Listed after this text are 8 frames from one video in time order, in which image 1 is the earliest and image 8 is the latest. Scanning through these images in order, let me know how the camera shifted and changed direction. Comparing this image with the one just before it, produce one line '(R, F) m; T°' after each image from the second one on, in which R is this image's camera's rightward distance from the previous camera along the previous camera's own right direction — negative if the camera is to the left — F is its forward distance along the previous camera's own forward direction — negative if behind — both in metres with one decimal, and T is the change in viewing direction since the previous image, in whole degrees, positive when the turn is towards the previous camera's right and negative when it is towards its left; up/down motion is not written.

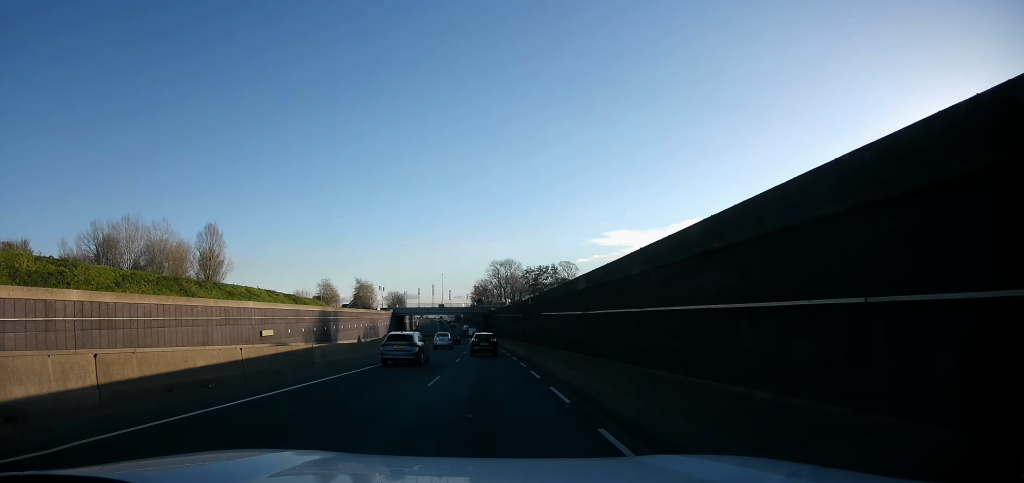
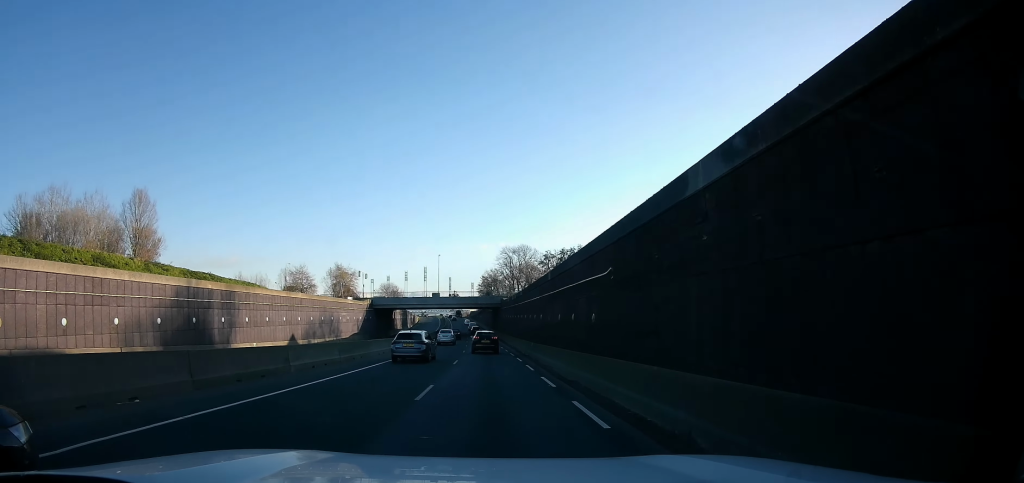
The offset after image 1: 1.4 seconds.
(-0.2, +27.2) m; -3°
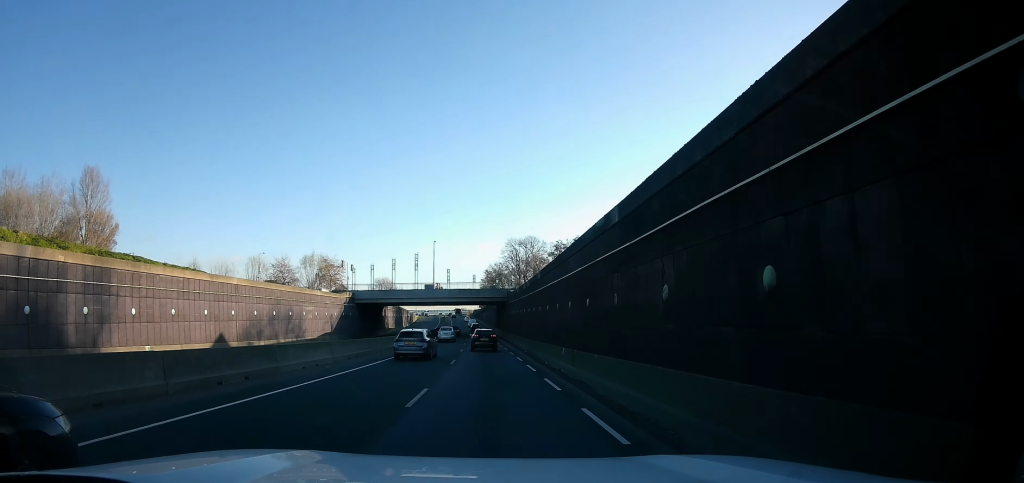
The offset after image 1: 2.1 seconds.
(-0.8, +13.1) m; -1°
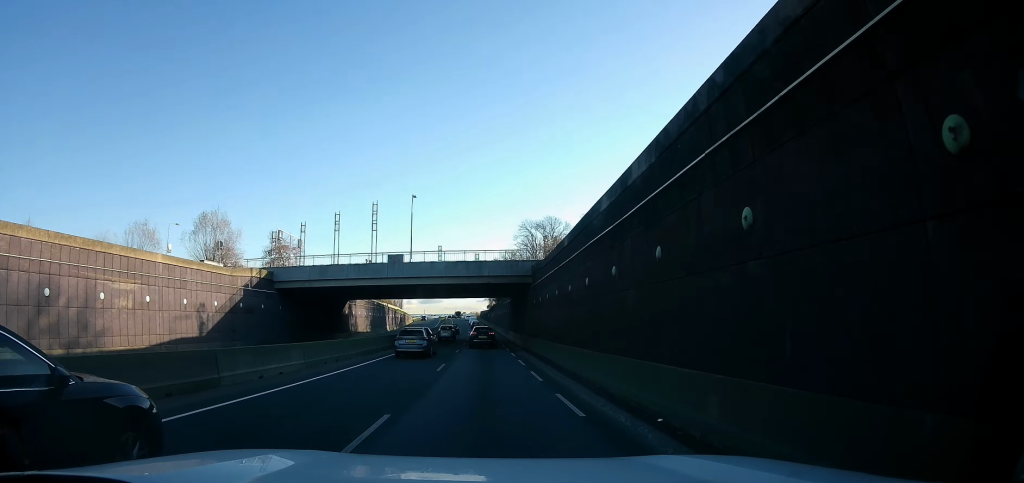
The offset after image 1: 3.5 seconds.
(+1.0, +28.4) m; +1°
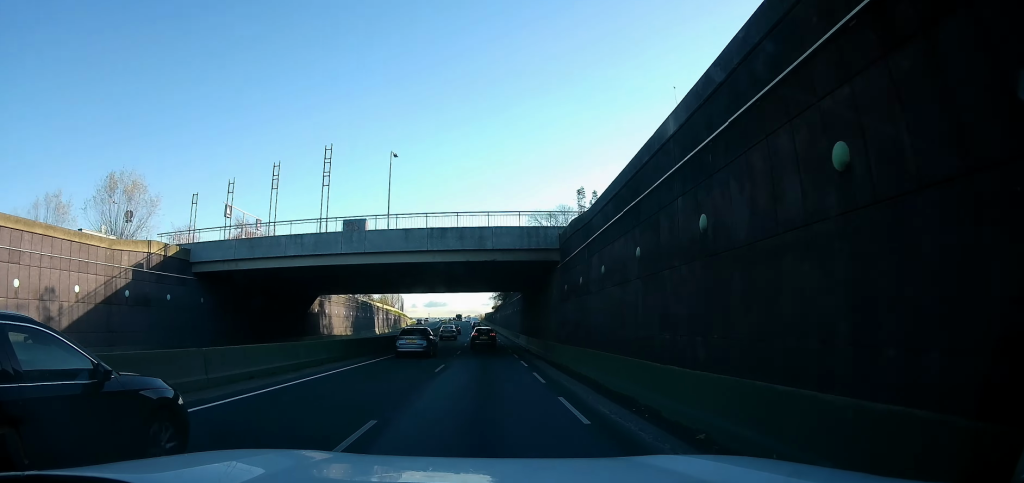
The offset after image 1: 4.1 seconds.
(+0.1, +13.2) m; -2°
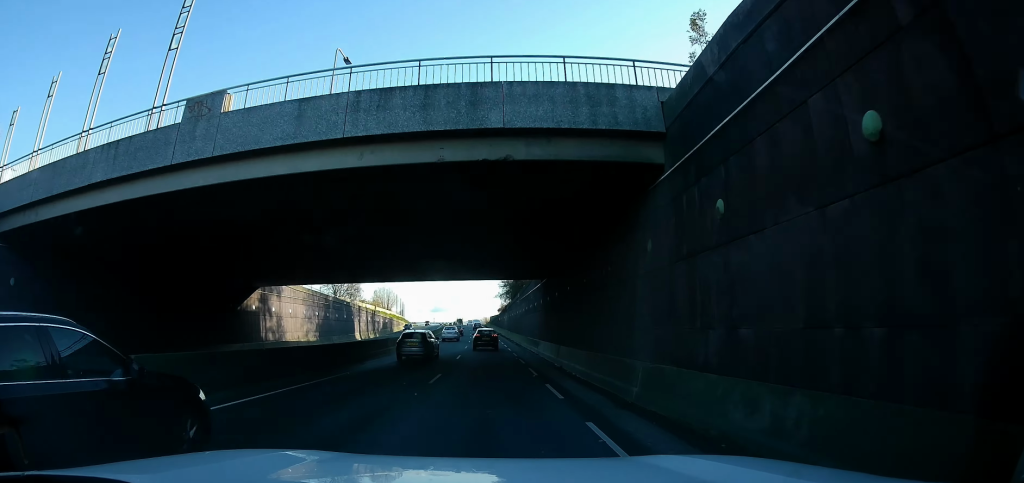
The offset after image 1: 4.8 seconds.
(-0.7, +15.6) m; -2°
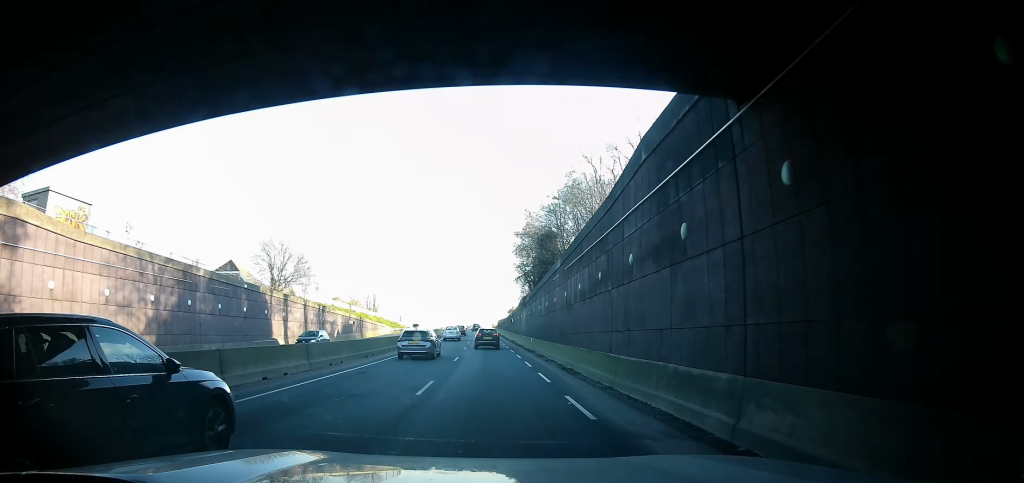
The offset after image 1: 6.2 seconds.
(-0.2, +28.6) m; 0°
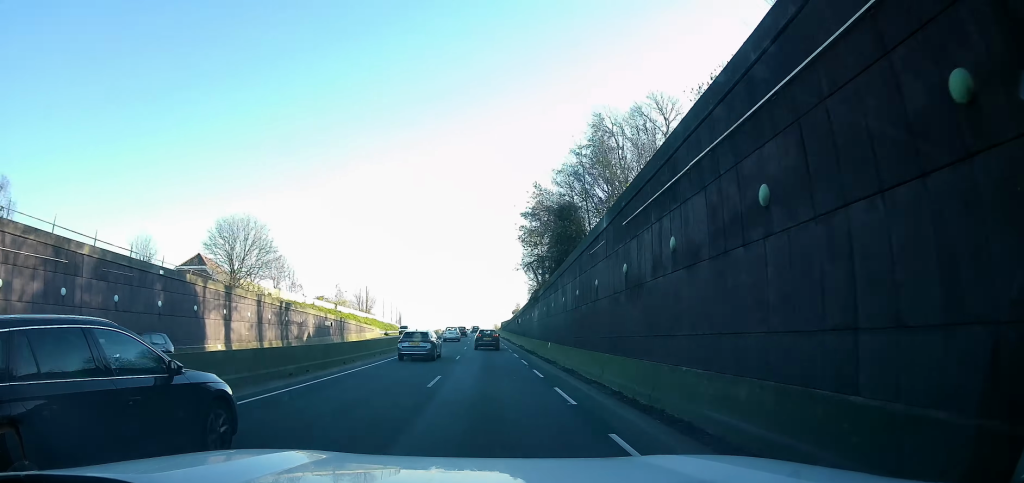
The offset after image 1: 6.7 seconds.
(0.0, +10.8) m; 0°
